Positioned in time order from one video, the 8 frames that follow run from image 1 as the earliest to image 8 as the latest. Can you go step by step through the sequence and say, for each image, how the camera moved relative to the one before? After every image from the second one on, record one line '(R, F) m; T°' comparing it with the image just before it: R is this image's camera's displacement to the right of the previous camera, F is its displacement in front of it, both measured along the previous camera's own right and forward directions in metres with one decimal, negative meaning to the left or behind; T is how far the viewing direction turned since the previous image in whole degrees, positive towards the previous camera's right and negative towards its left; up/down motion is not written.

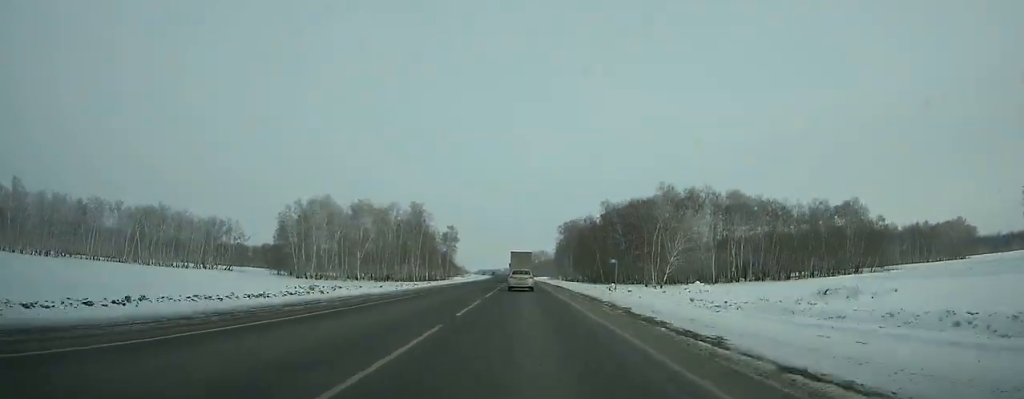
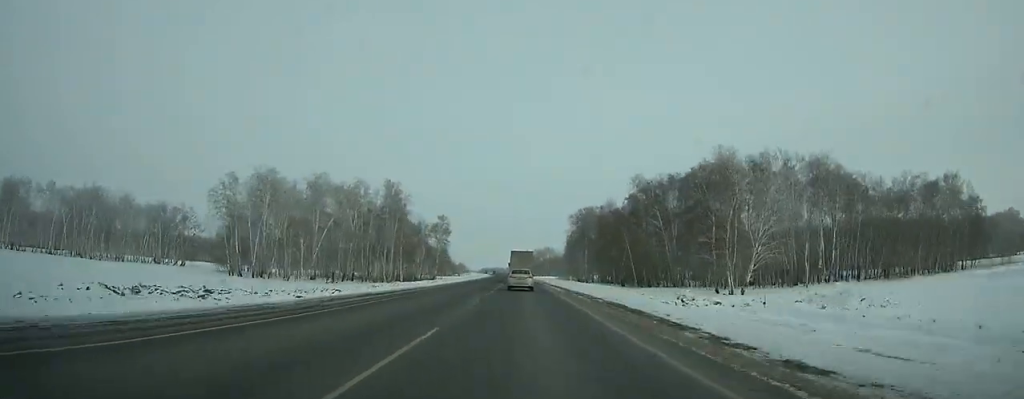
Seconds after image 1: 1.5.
(-0.4, +36.8) m; 0°
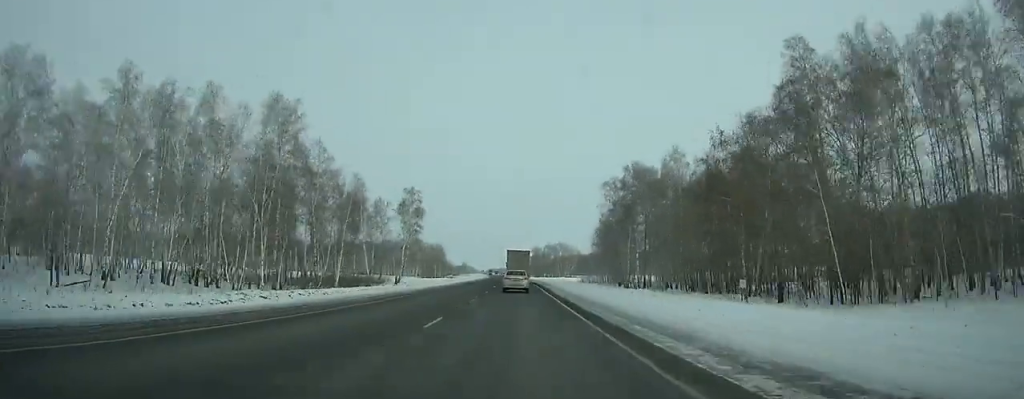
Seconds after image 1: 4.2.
(-0.4, +65.8) m; -1°
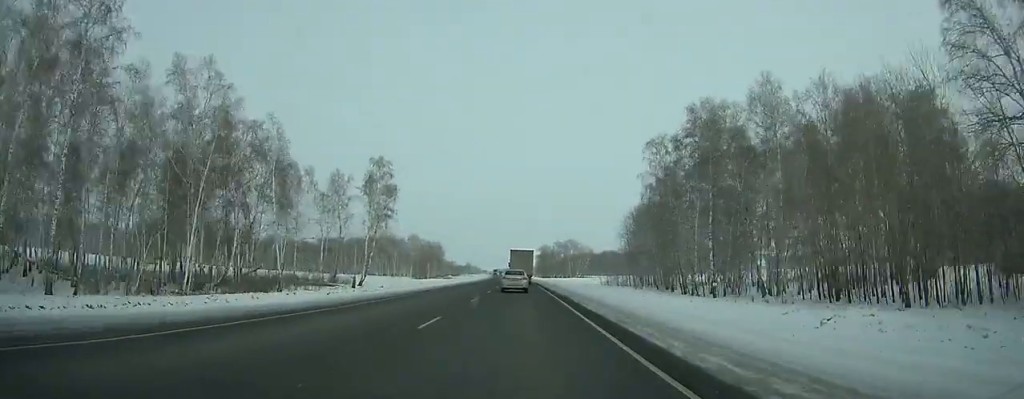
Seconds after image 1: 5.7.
(+0.2, +36.6) m; 0°
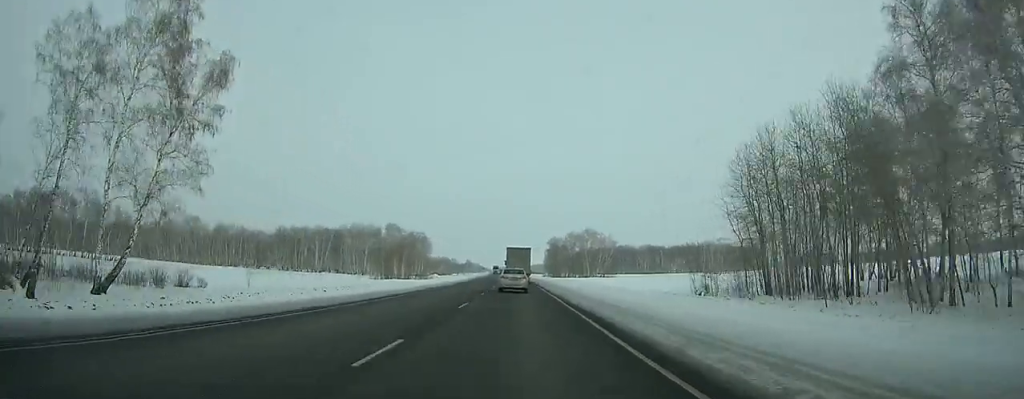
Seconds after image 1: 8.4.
(-0.7, +65.4) m; -1°
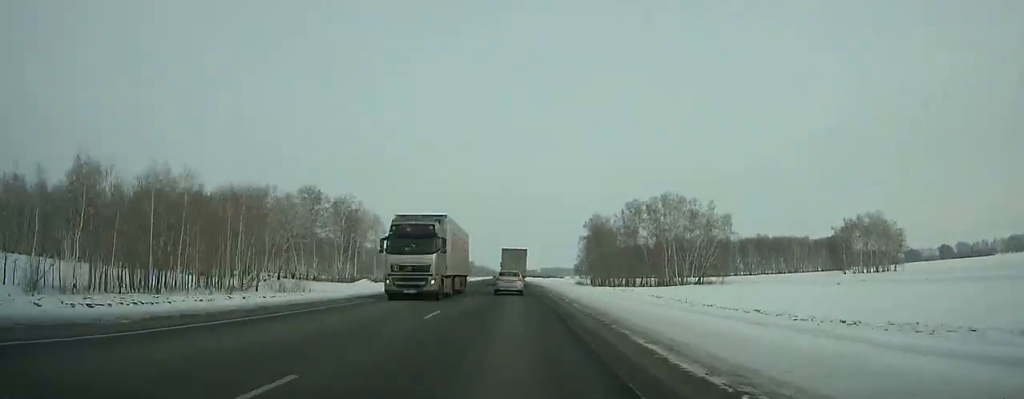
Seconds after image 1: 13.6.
(-1.9, +126.1) m; -2°
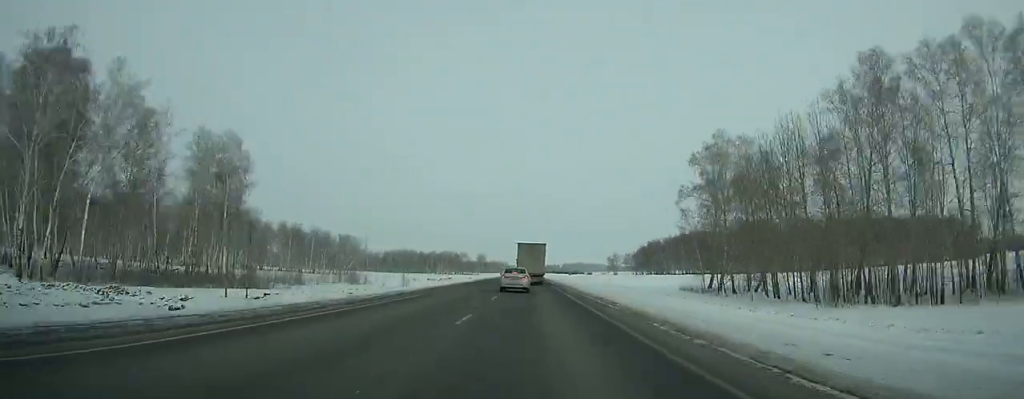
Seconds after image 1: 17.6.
(-0.8, +97.8) m; -1°
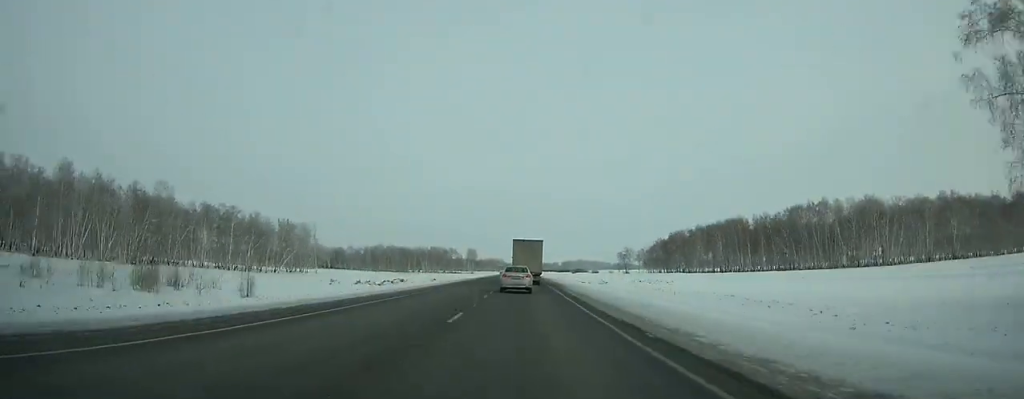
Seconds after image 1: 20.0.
(+0.1, +58.3) m; 0°
